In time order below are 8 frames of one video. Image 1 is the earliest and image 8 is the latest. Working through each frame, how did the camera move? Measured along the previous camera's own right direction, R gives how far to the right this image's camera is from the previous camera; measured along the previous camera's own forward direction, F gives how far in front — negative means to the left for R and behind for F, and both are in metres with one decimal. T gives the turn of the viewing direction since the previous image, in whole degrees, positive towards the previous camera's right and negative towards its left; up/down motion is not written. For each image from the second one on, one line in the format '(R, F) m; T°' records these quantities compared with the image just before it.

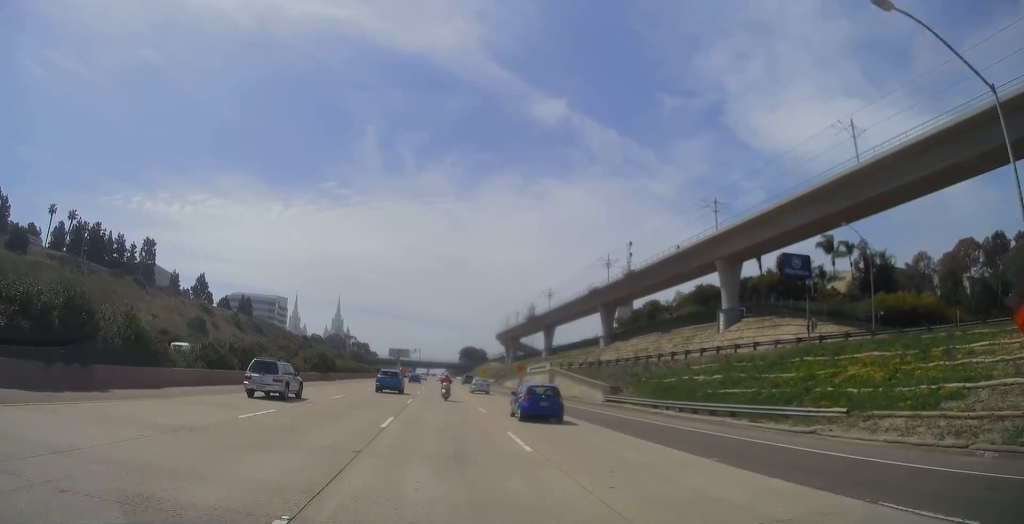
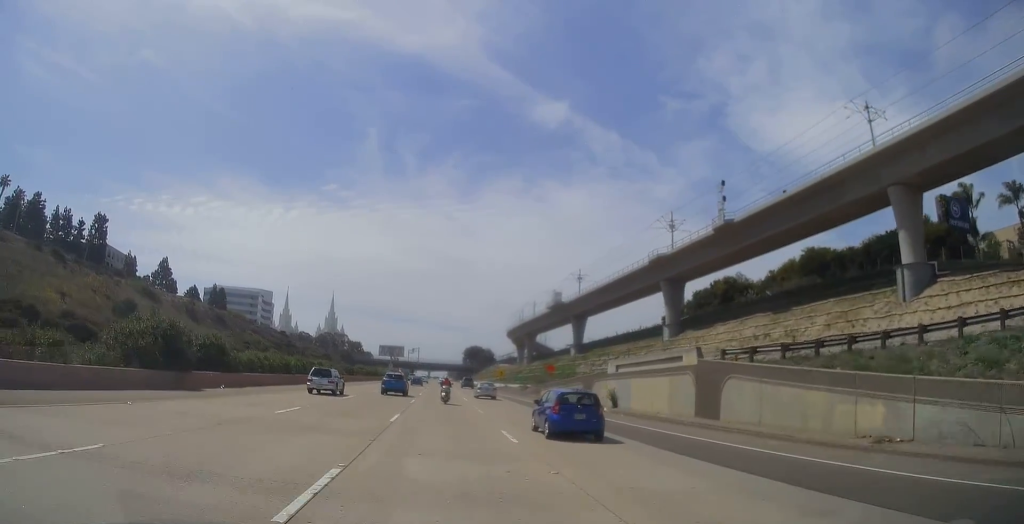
(+0.9, +40.1) m; +1°
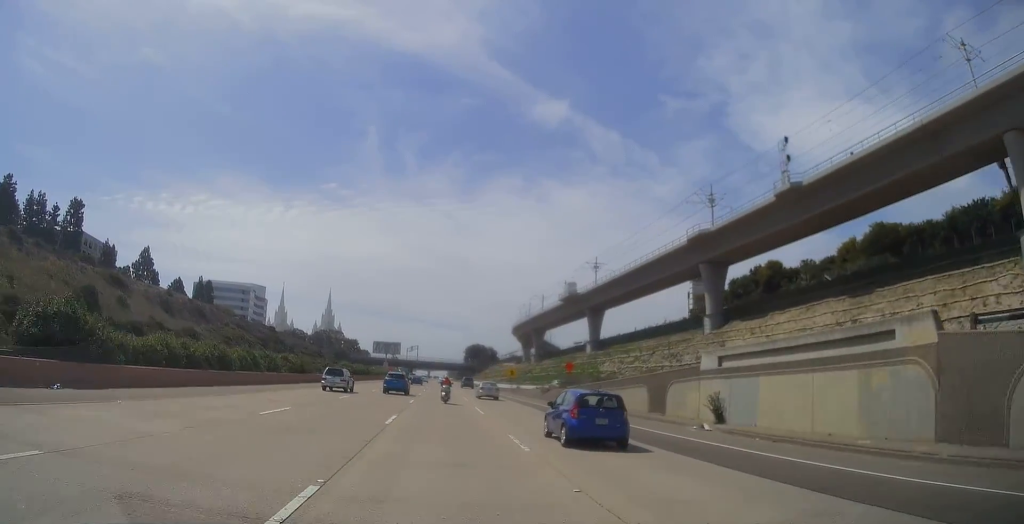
(+0.1, +16.2) m; -1°
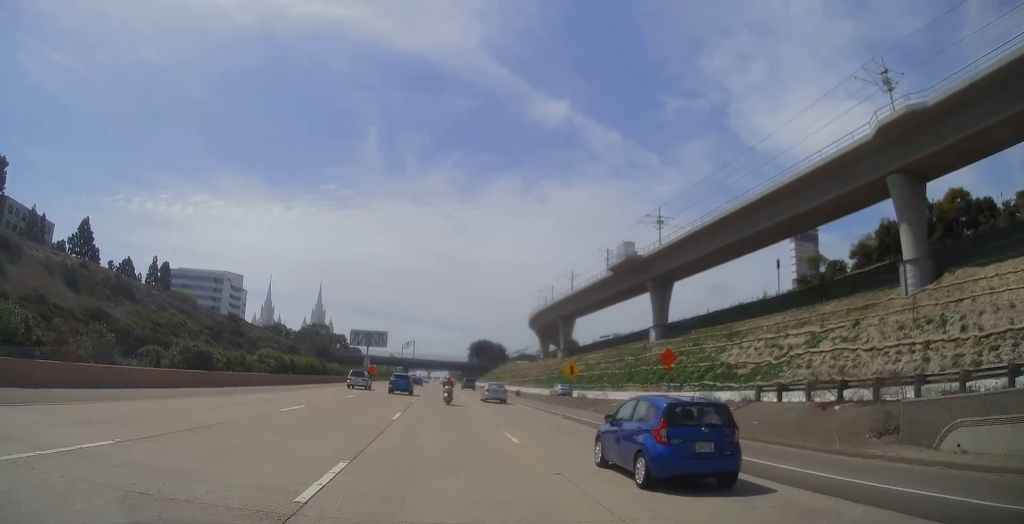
(-0.8, +41.7) m; 0°
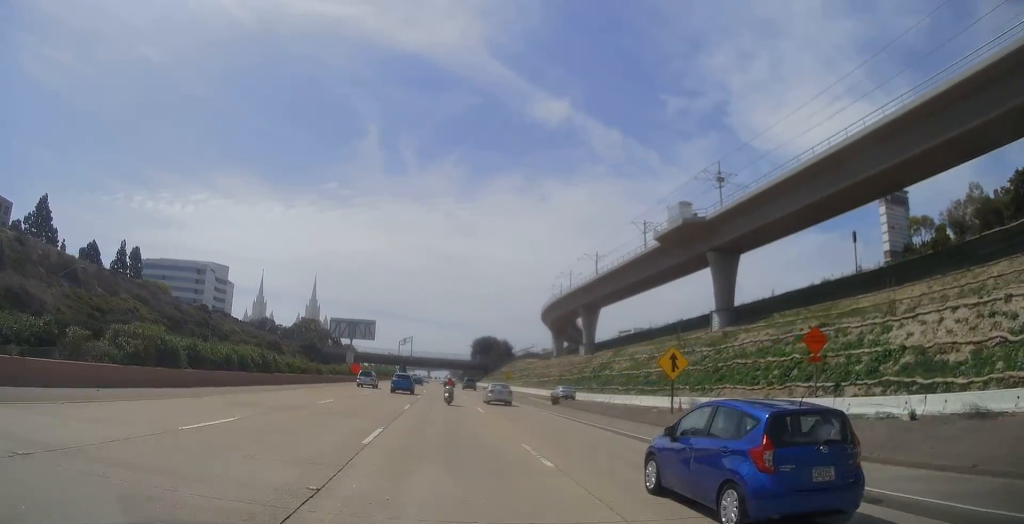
(+0.5, +22.8) m; +1°
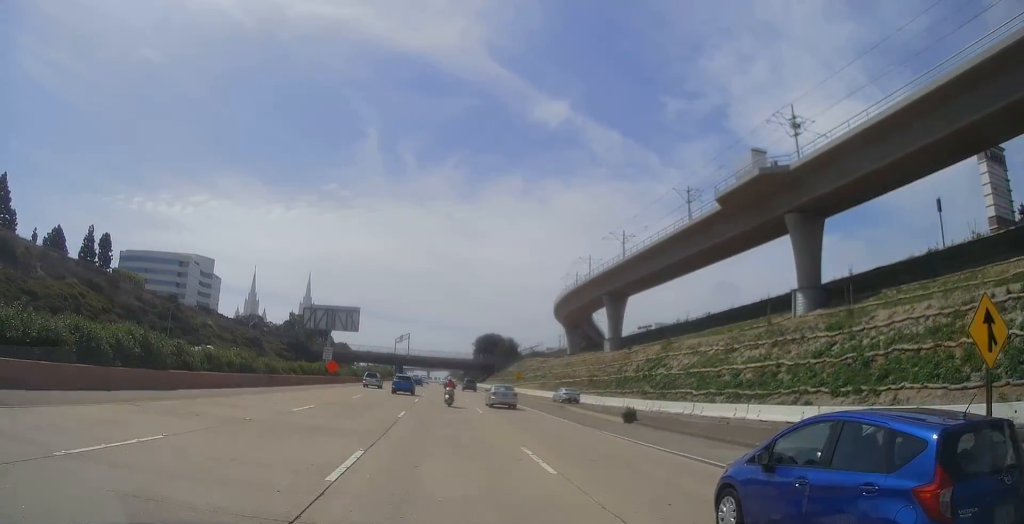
(+0.1, +19.1) m; 0°
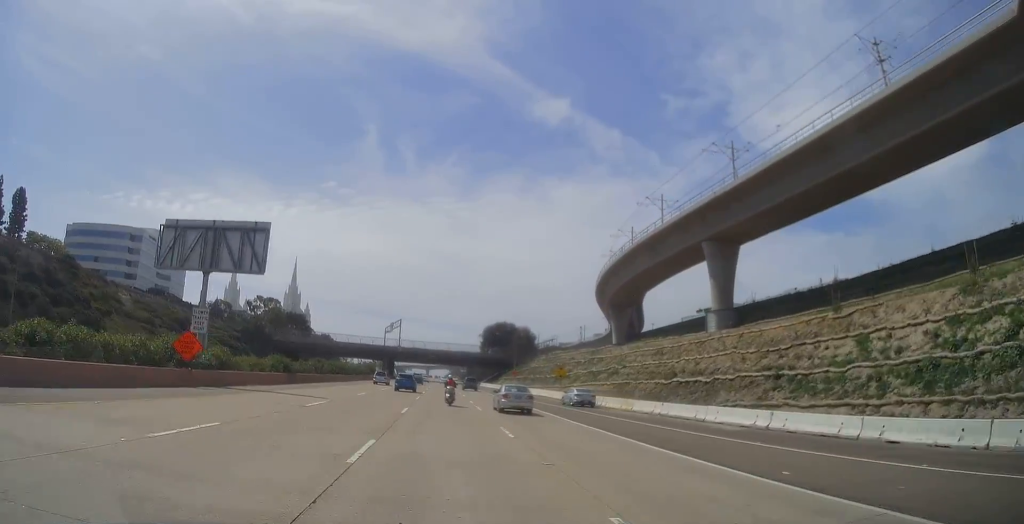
(0.0, +42.6) m; 0°
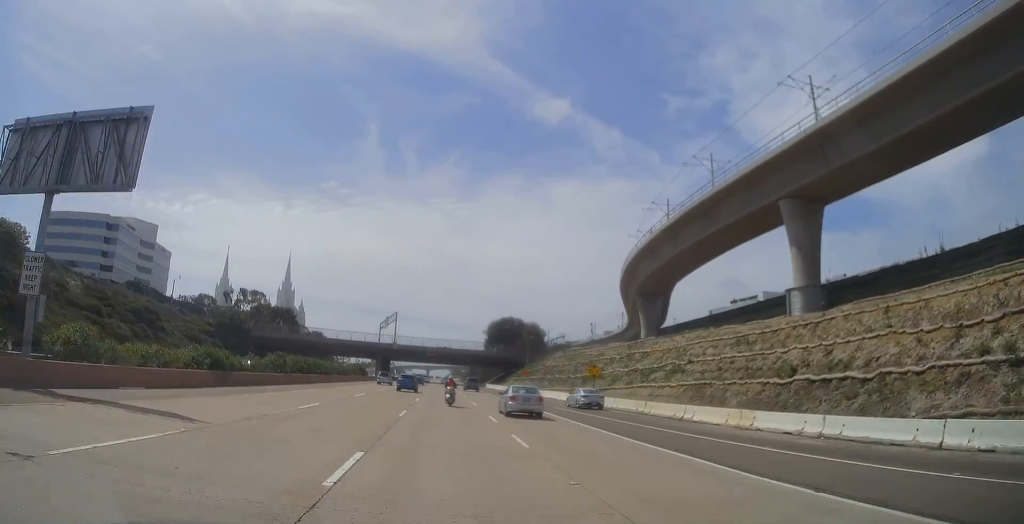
(0.0, +16.9) m; 0°
